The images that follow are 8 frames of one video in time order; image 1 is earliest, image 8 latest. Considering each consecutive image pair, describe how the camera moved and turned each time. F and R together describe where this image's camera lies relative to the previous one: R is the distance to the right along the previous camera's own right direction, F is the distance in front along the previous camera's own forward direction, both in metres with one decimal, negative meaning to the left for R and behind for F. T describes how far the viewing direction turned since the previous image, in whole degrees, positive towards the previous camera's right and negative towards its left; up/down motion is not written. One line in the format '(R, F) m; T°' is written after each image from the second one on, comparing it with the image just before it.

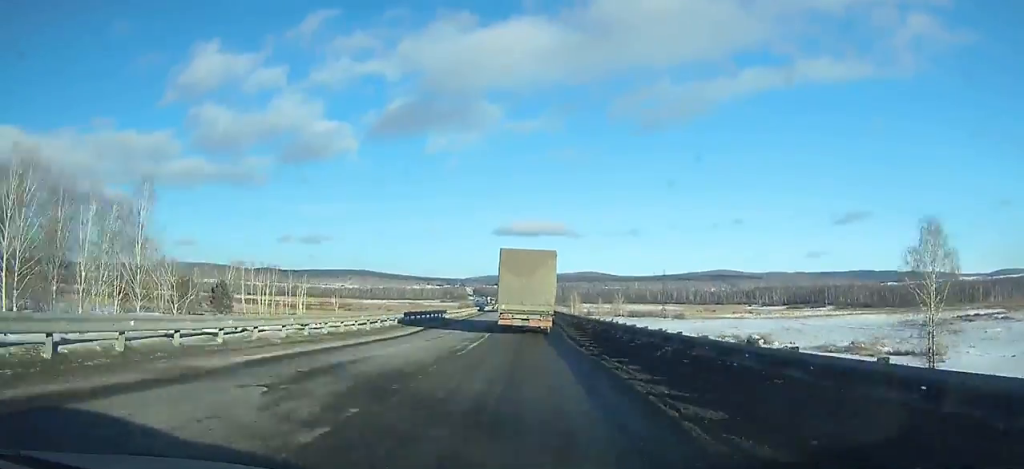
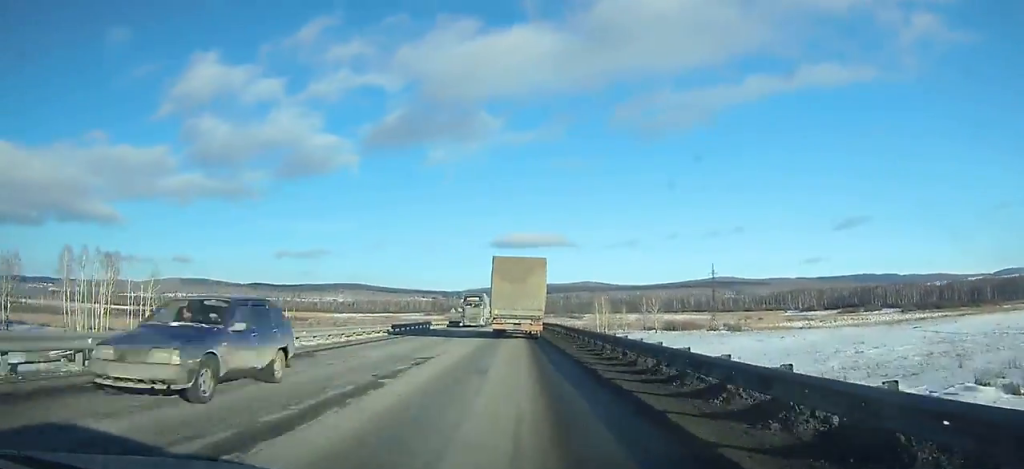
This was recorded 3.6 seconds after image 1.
(-0.3, +78.8) m; -1°
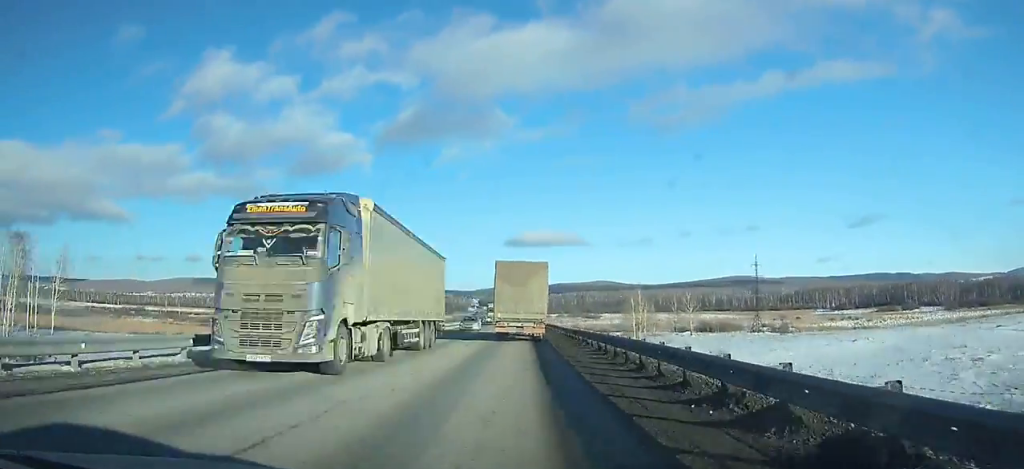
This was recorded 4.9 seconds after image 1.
(-0.2, +28.7) m; 0°
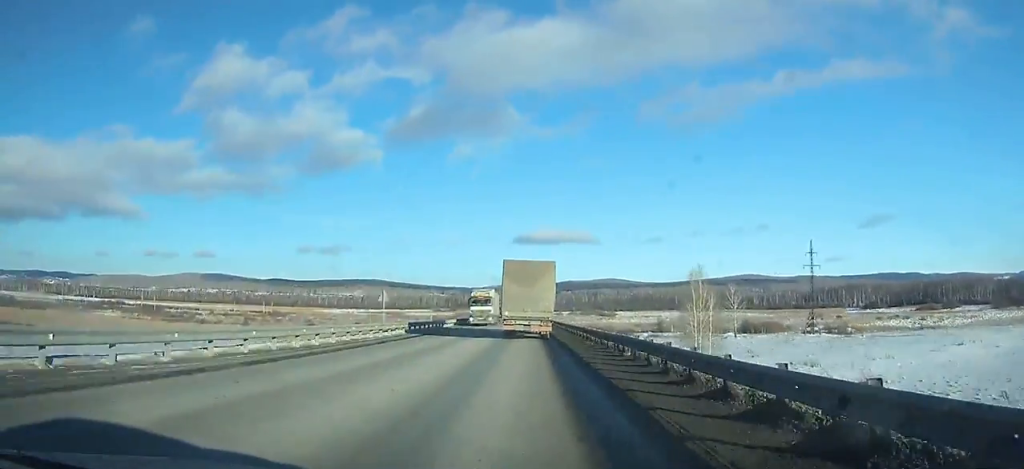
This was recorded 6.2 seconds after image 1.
(-0.1, +28.8) m; 0°
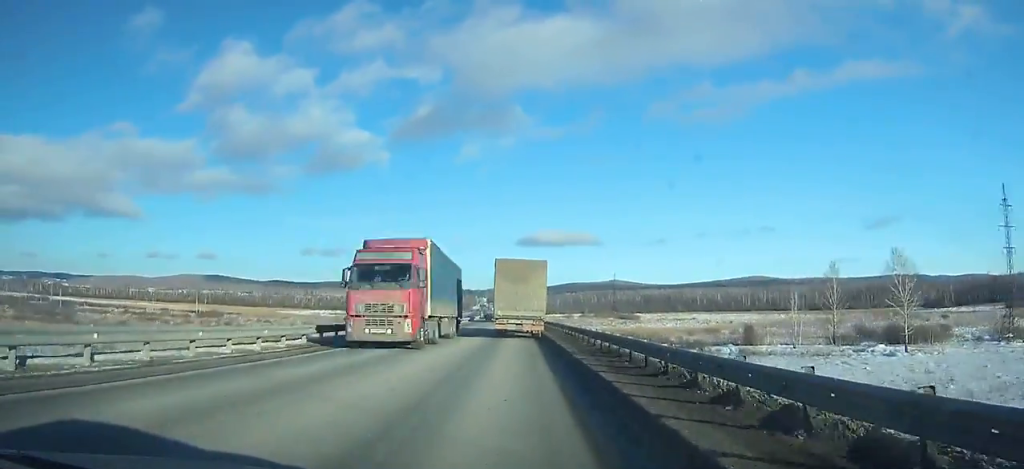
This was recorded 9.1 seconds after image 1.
(-0.5, +65.0) m; -1°
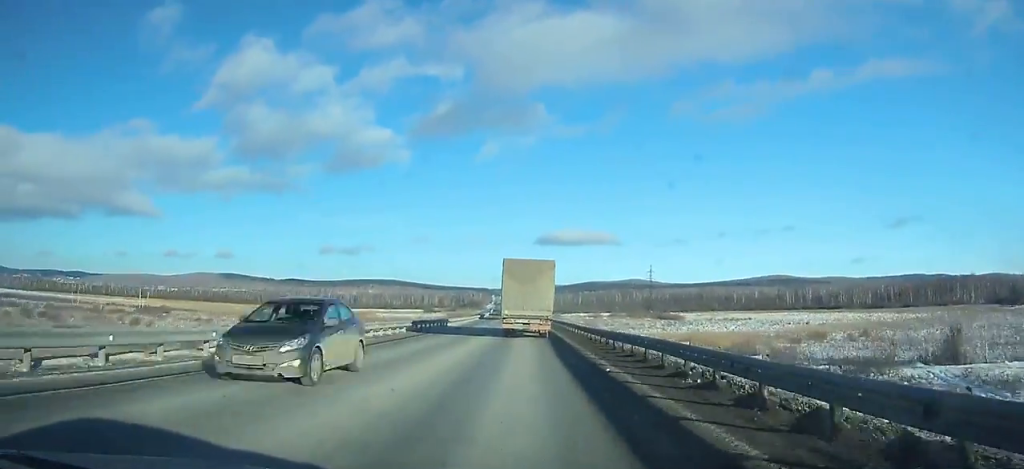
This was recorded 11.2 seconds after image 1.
(-0.6, +47.7) m; -1°
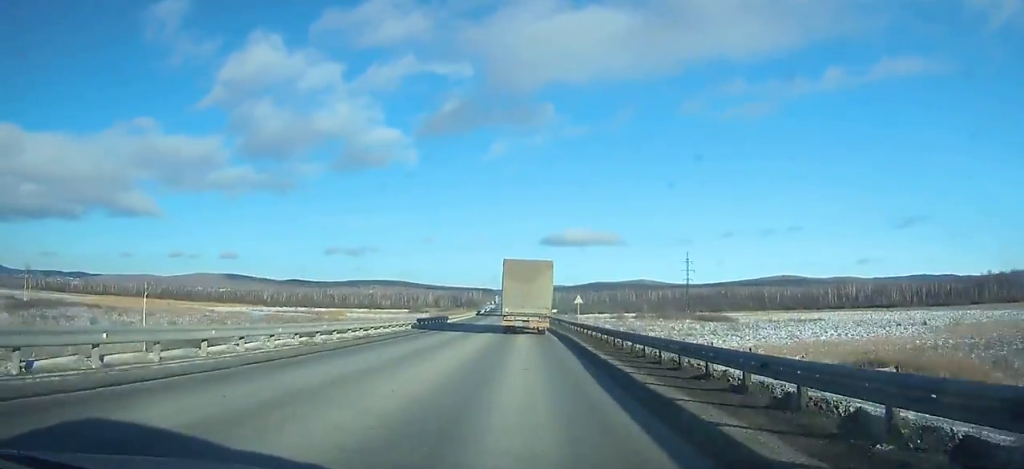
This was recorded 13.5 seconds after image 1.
(-0.4, +52.7) m; -1°
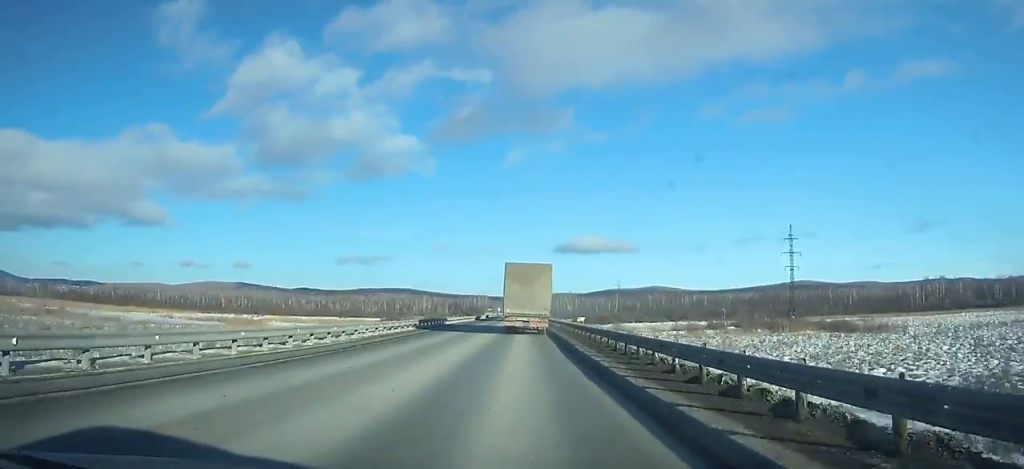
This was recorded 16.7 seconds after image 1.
(-0.8, +73.6) m; -1°
